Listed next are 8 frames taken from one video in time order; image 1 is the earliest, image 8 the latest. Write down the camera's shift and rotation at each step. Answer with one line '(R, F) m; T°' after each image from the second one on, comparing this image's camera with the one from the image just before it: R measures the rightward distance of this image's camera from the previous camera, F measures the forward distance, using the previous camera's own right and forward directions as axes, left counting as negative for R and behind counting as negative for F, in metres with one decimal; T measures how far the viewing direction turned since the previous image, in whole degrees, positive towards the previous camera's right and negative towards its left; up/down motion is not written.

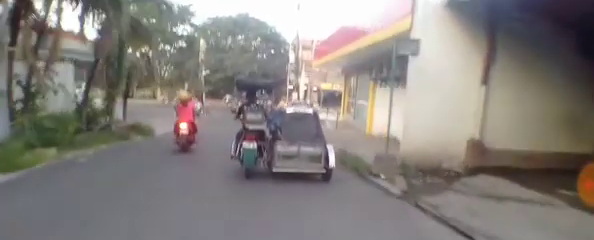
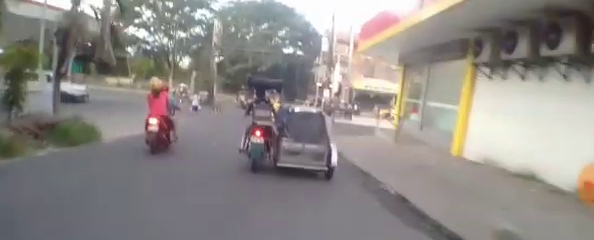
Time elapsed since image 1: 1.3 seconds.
(-0.1, +5.7) m; -4°
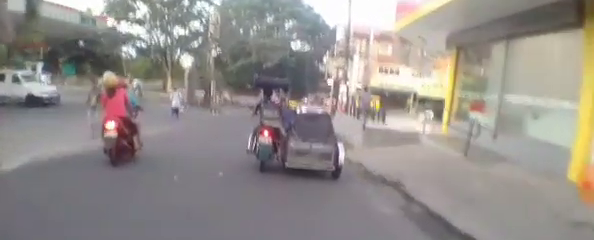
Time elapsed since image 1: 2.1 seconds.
(-0.1, +3.2) m; -3°
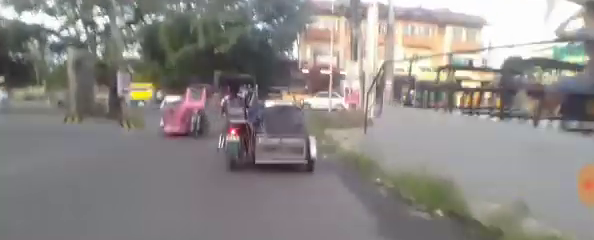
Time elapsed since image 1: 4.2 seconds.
(-0.4, +7.5) m; +1°
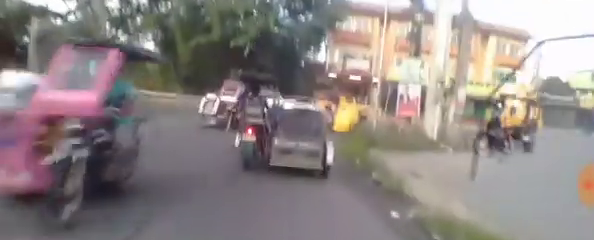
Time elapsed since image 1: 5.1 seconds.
(+0.3, +2.6) m; +7°
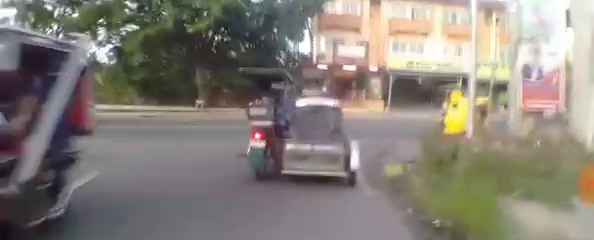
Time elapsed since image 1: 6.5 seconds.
(+0.1, +3.3) m; +10°
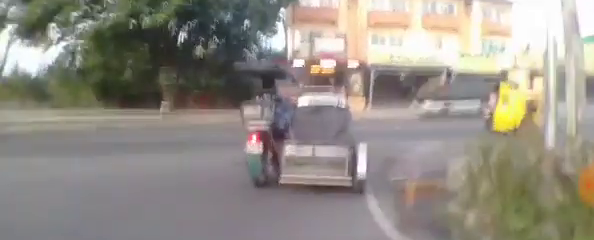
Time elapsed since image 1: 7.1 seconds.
(0.0, +1.2) m; +8°
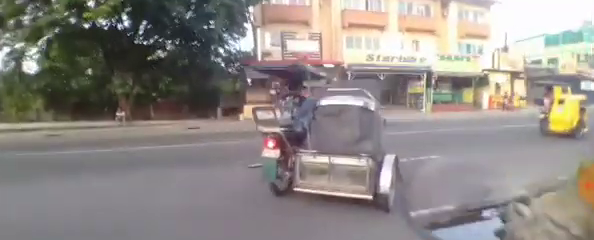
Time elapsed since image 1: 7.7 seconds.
(+0.3, +1.5) m; +11°
